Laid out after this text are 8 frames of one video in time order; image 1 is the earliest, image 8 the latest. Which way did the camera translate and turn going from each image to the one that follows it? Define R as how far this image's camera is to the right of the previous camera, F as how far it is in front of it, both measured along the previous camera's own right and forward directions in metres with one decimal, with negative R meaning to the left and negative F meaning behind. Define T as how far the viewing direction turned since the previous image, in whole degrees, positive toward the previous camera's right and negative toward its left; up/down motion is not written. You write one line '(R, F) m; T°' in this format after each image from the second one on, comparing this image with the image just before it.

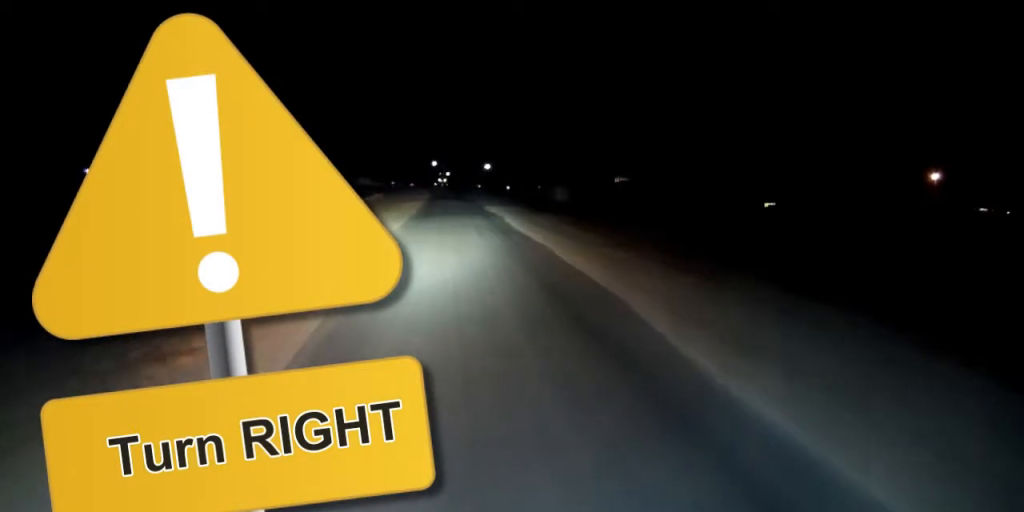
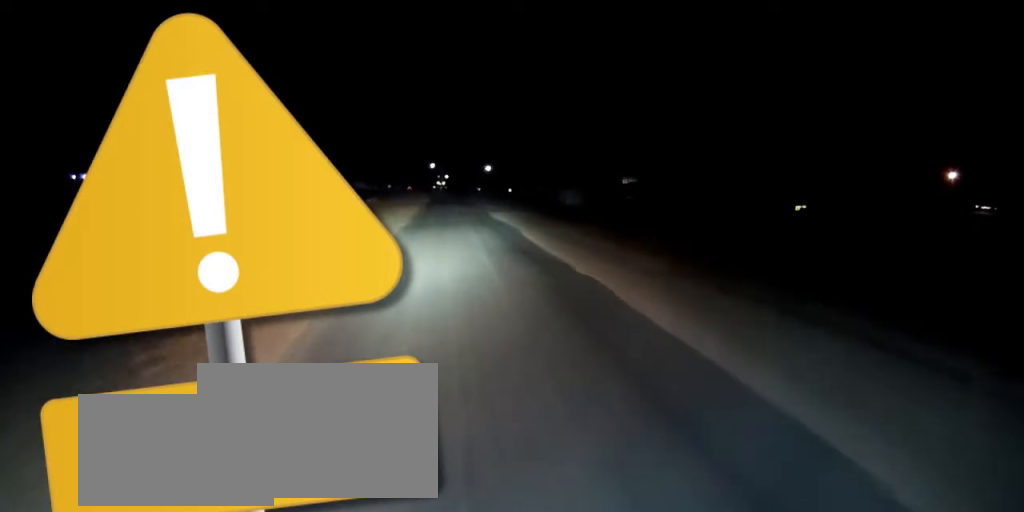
(+0.1, +9.1) m; 0°
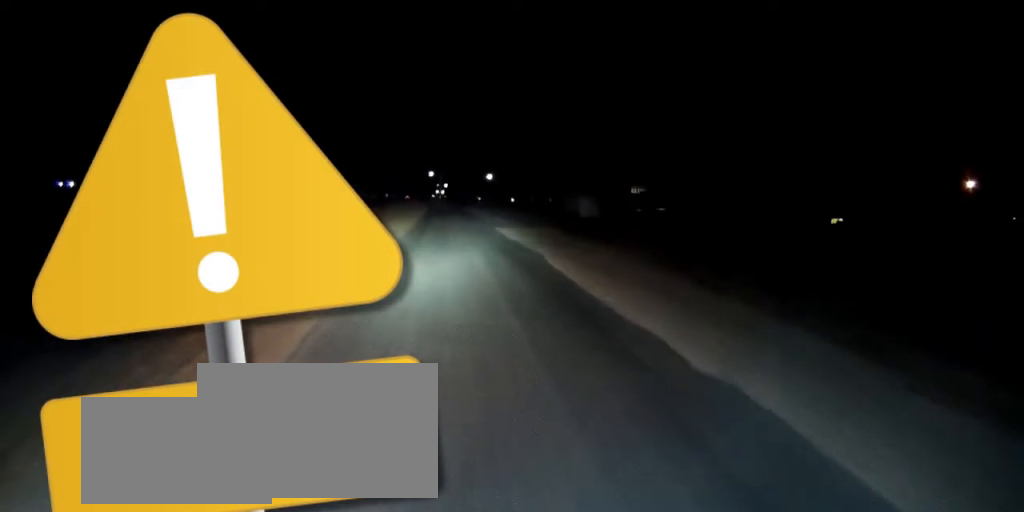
(0.0, +9.4) m; 0°
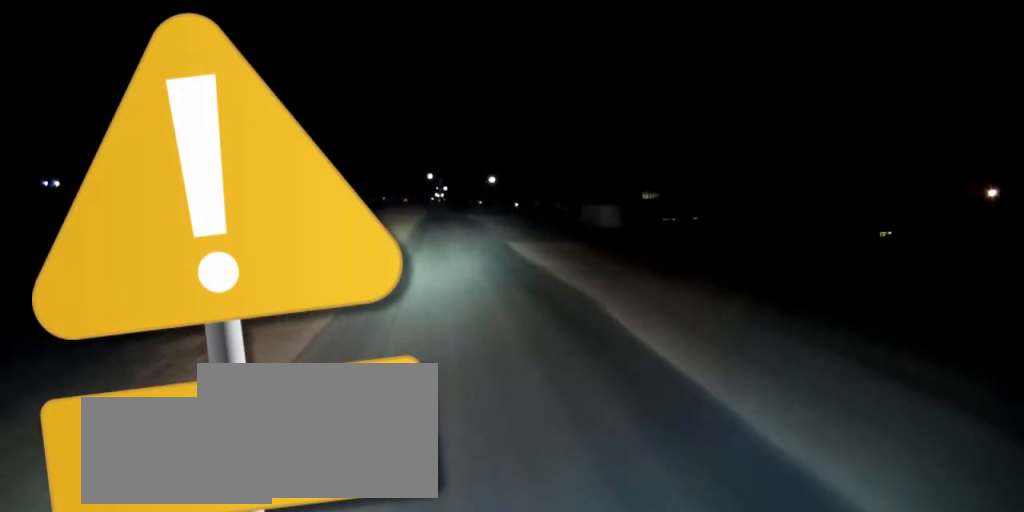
(-0.1, +11.0) m; -1°
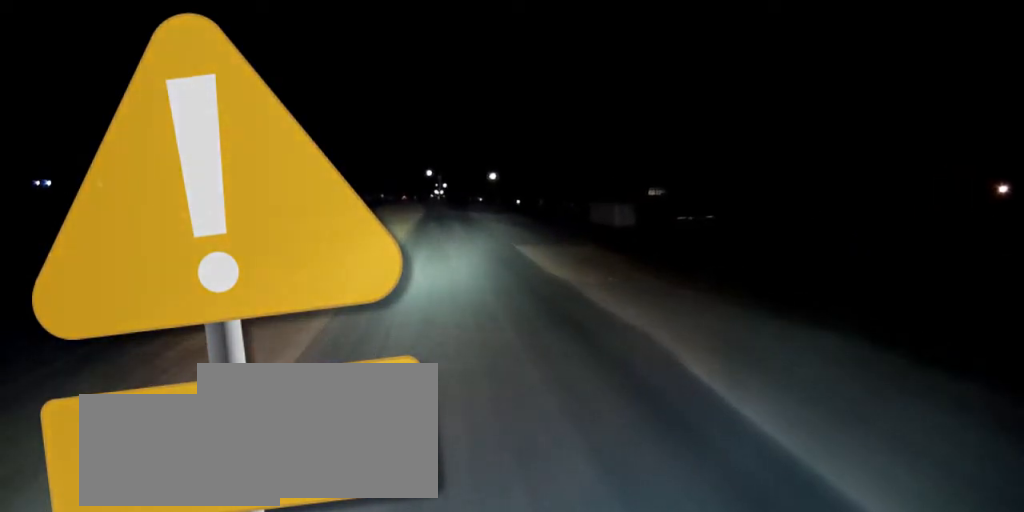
(0.0, +5.6) m; 0°
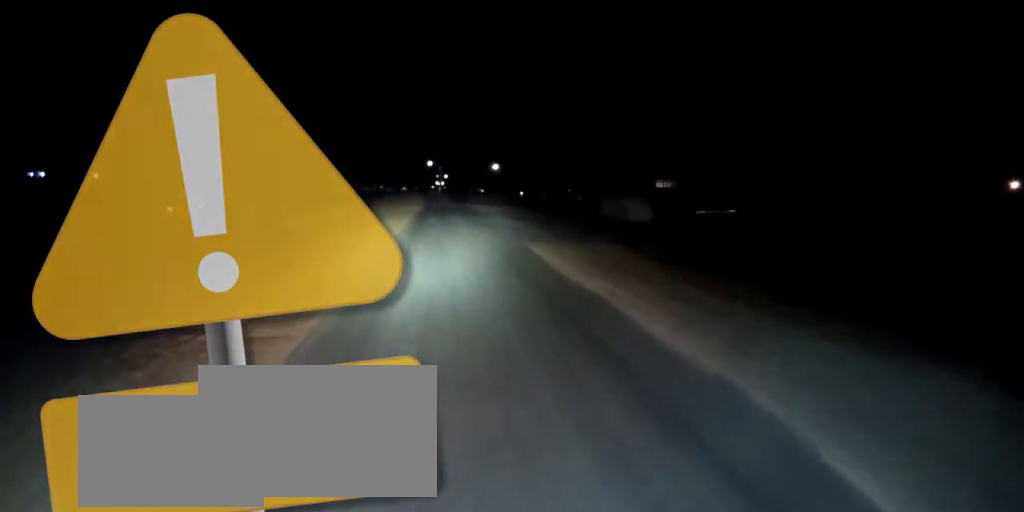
(0.0, +5.2) m; 0°
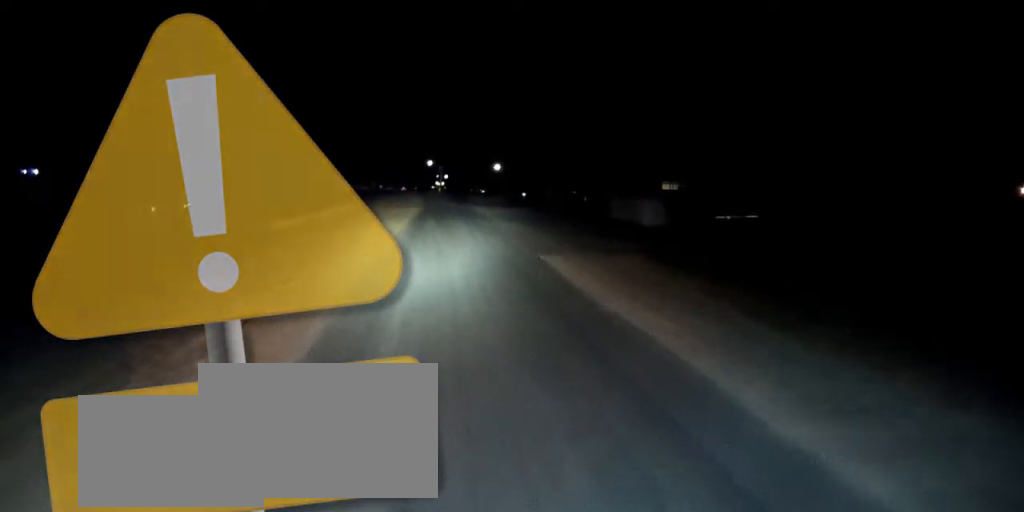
(0.0, +4.8) m; 0°
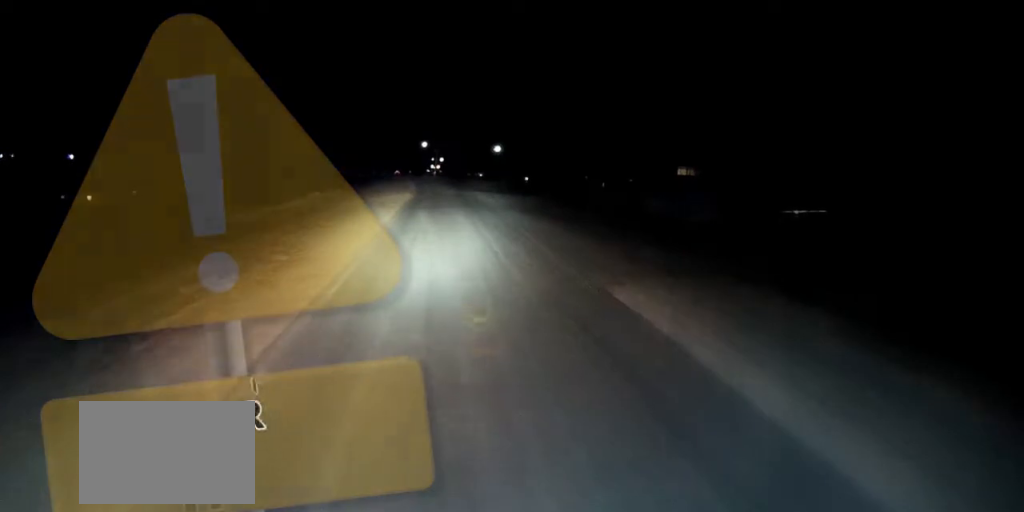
(-0.2, +14.1) m; -1°
